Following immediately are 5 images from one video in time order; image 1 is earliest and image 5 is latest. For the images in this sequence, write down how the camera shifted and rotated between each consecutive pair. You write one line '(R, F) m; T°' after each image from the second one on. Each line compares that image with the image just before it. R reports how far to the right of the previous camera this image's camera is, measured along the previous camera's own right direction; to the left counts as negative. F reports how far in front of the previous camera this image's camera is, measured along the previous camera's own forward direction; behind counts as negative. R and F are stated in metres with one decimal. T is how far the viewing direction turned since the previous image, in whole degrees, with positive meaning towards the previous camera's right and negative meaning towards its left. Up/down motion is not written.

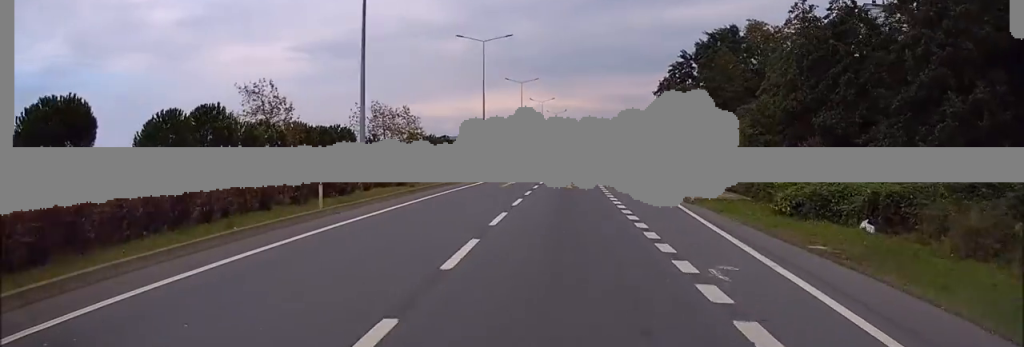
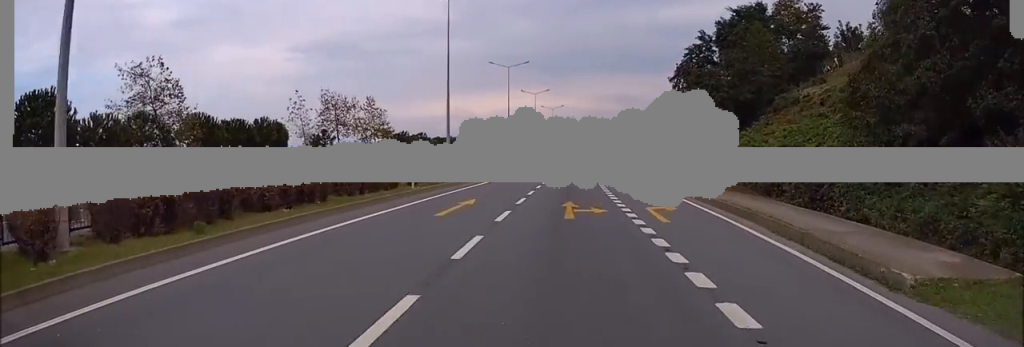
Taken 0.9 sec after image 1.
(+0.1, +17.2) m; 0°
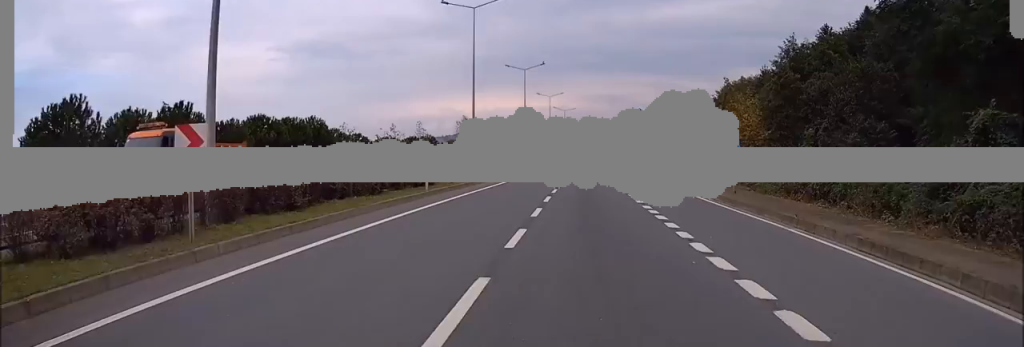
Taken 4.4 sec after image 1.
(+0.8, +65.4) m; +2°
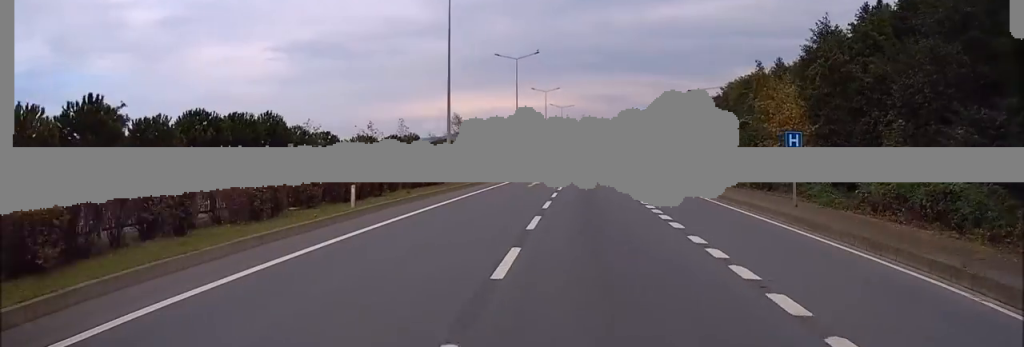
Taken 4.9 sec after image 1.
(-0.1, +9.4) m; 0°
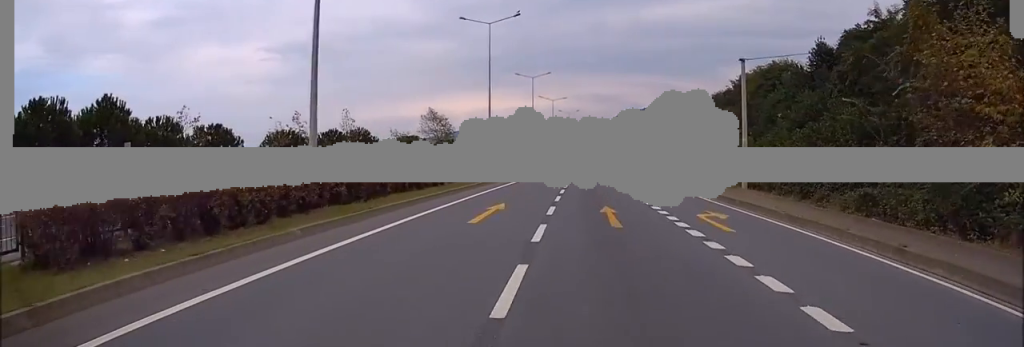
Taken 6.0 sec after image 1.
(+0.3, +20.0) m; +1°
